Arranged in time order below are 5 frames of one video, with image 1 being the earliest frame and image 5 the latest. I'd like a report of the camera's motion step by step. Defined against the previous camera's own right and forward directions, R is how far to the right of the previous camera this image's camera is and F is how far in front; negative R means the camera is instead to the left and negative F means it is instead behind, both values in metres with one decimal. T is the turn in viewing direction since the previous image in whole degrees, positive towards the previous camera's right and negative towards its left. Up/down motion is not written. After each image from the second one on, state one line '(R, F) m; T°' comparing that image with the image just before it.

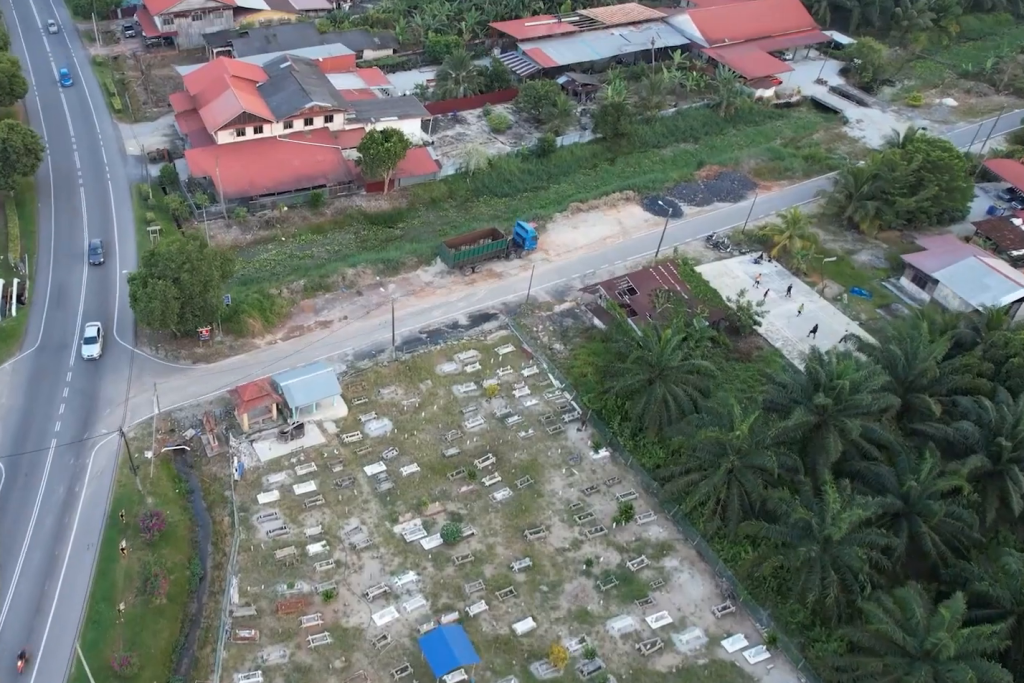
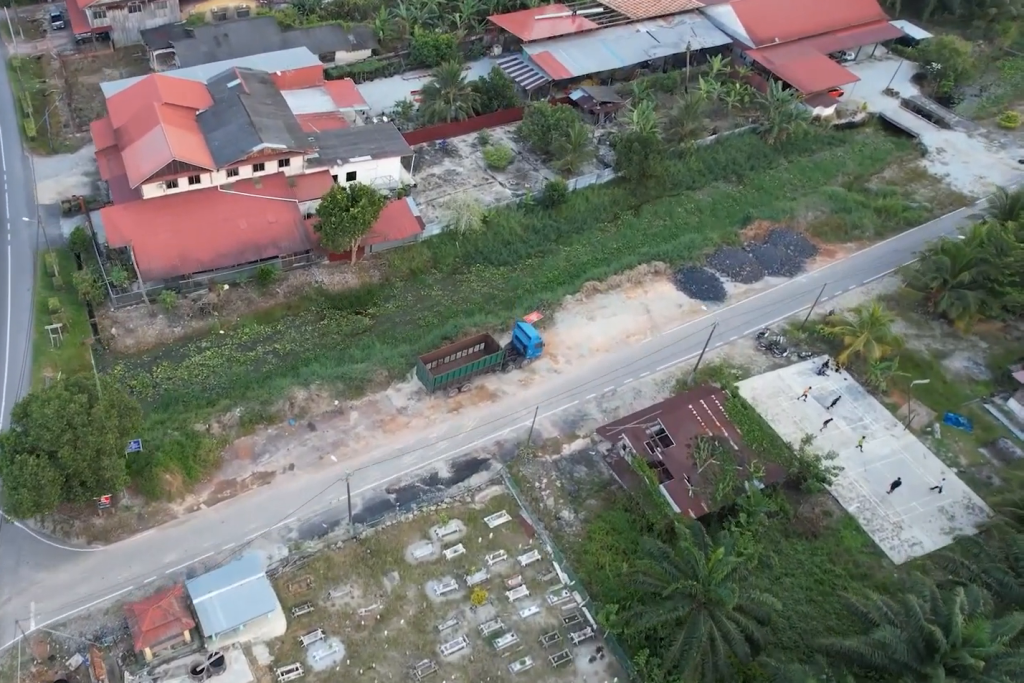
(0.0, +28.9) m; 0°
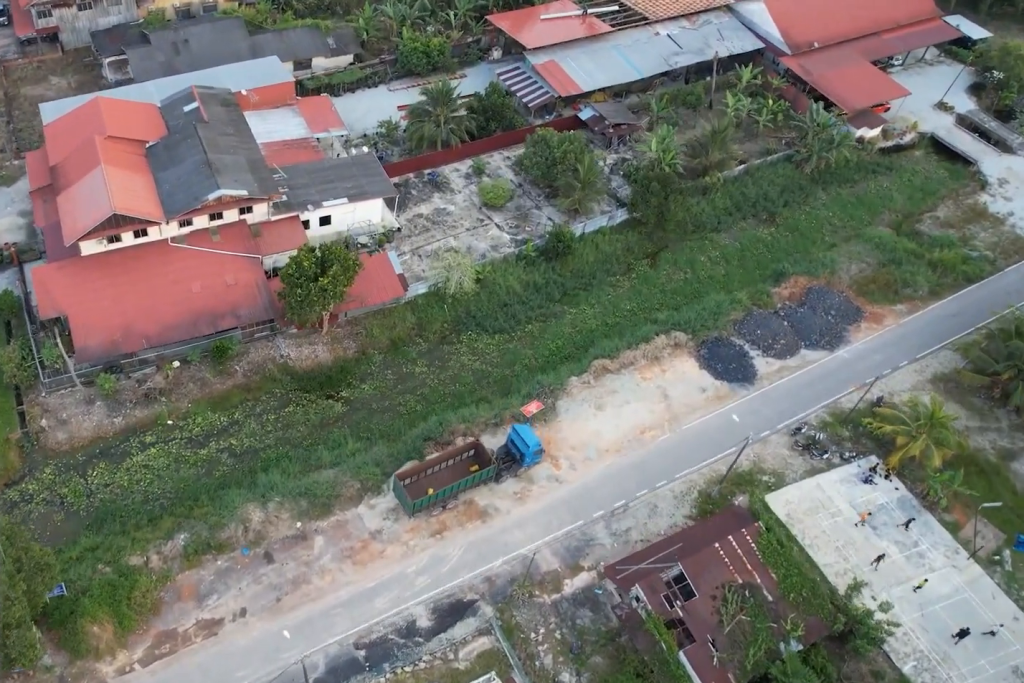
(0.0, +17.8) m; 0°
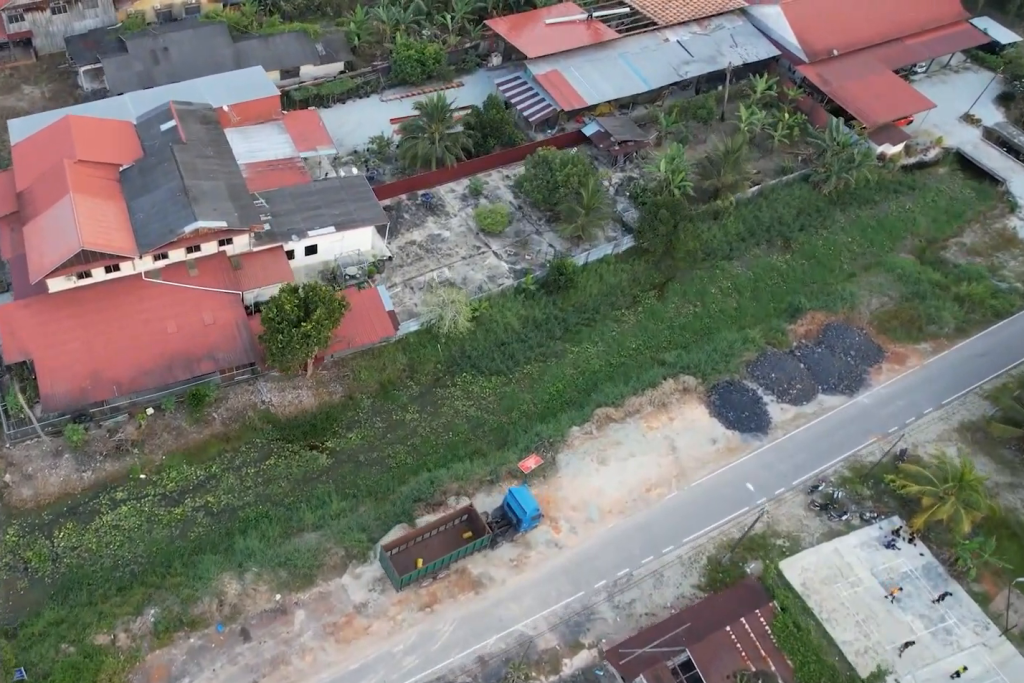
(0.0, +7.5) m; 0°
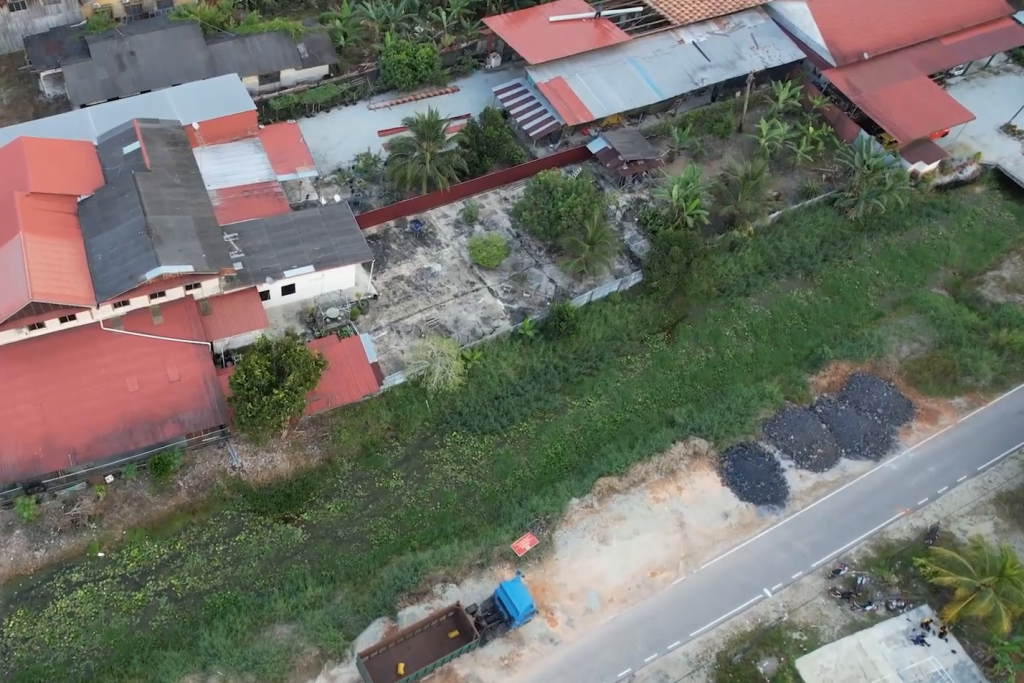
(0.0, +10.3) m; 0°
